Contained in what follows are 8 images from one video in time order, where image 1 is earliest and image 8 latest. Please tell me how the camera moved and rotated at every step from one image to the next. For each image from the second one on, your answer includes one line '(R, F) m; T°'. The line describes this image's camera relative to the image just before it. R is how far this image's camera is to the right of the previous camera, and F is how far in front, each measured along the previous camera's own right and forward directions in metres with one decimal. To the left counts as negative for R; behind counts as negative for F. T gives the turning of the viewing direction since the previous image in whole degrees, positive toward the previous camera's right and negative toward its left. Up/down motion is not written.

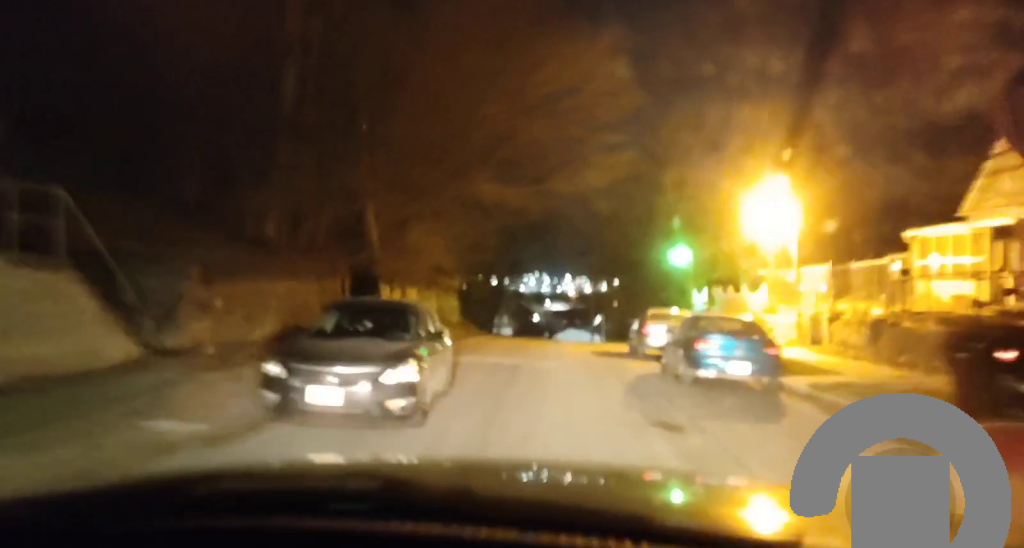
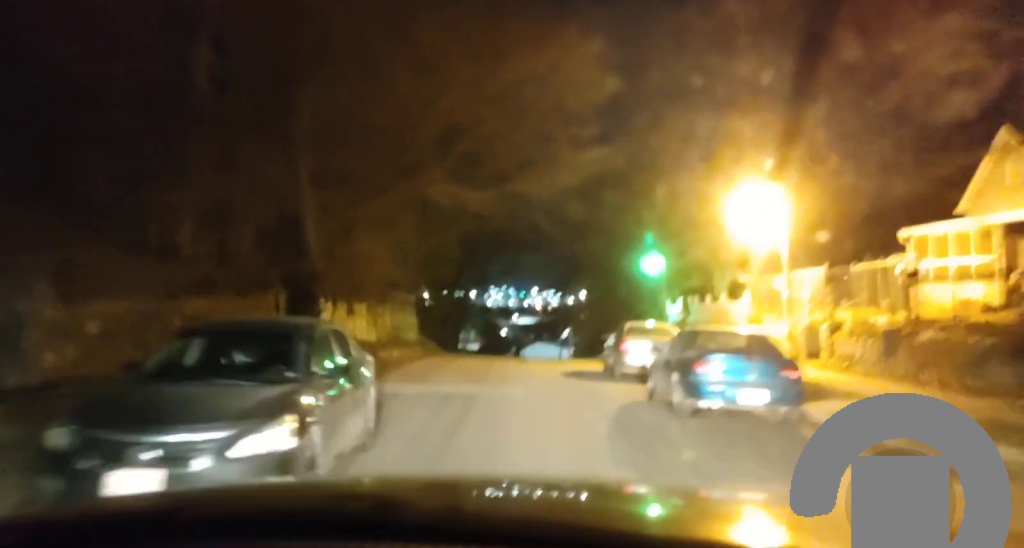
(-0.2, +3.2) m; -2°
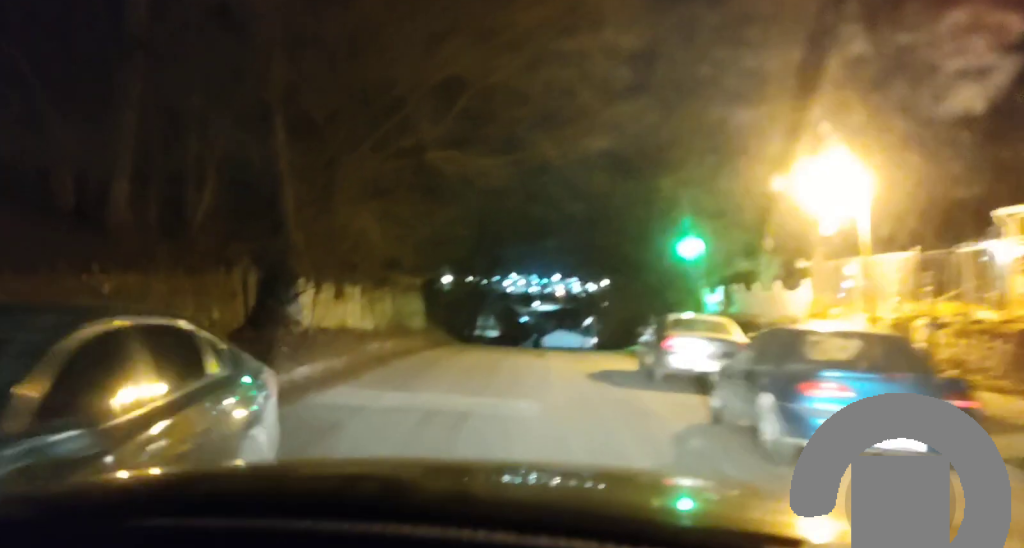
(0.0, +4.0) m; +1°
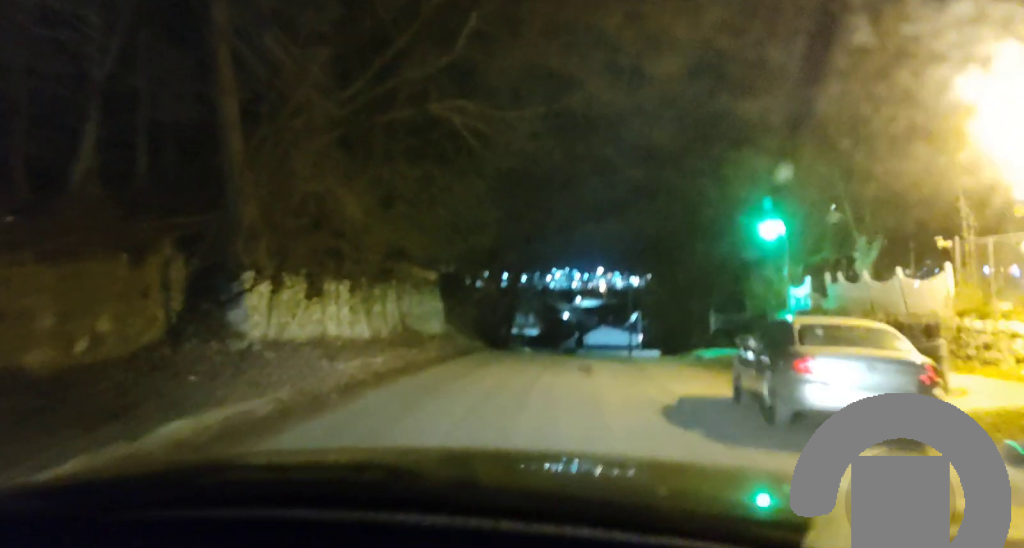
(-0.2, +6.8) m; -4°
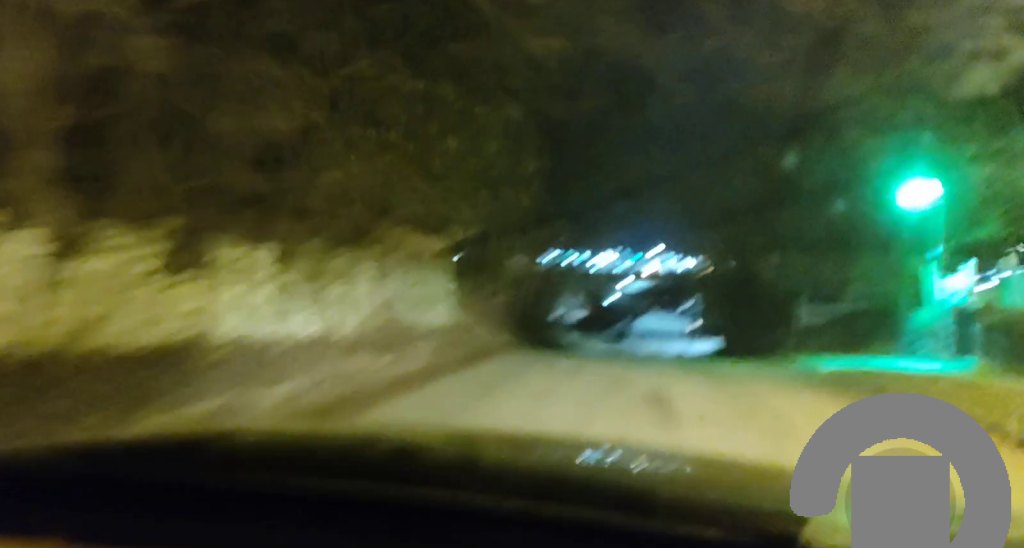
(+0.2, +7.6) m; +2°
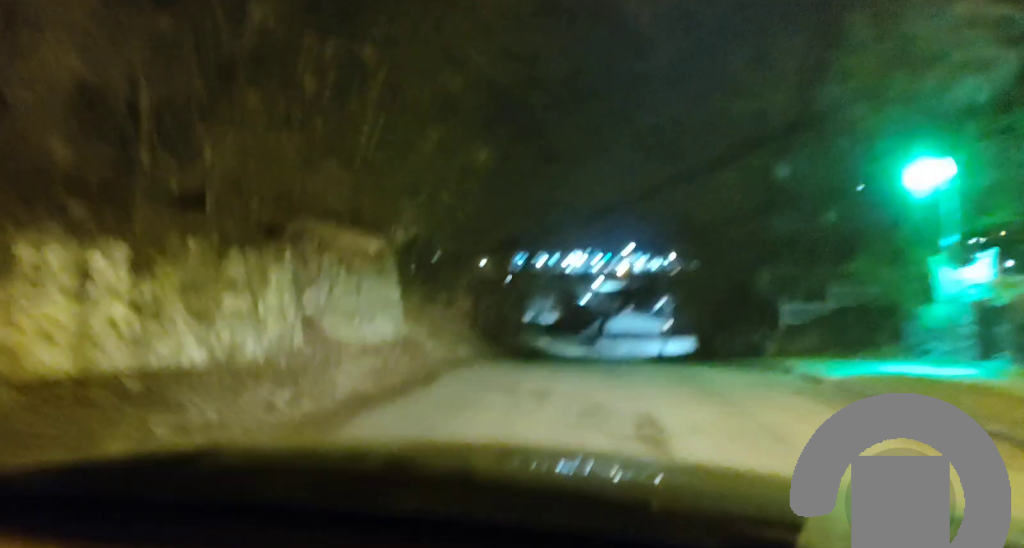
(0.0, +3.1) m; 0°
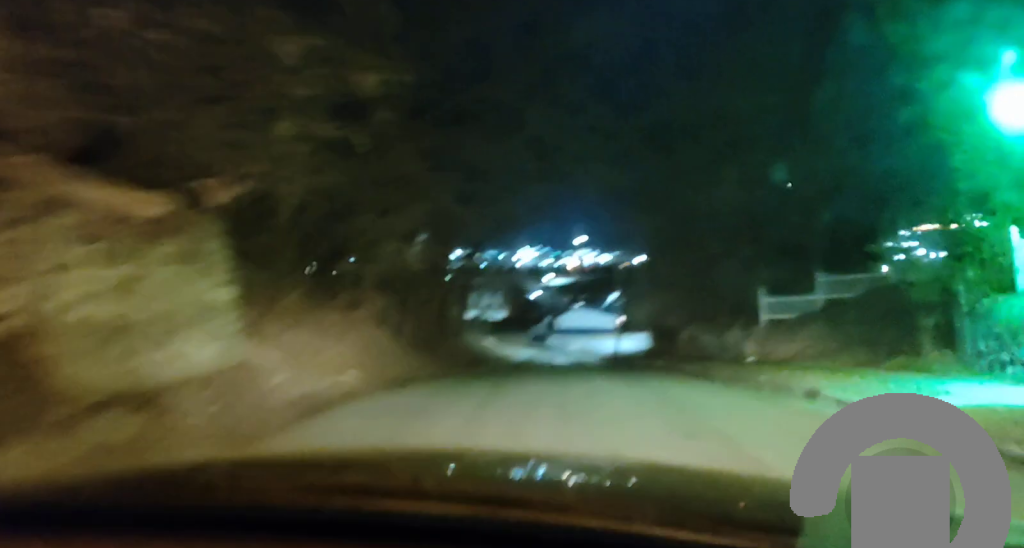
(-0.1, +6.9) m; +1°
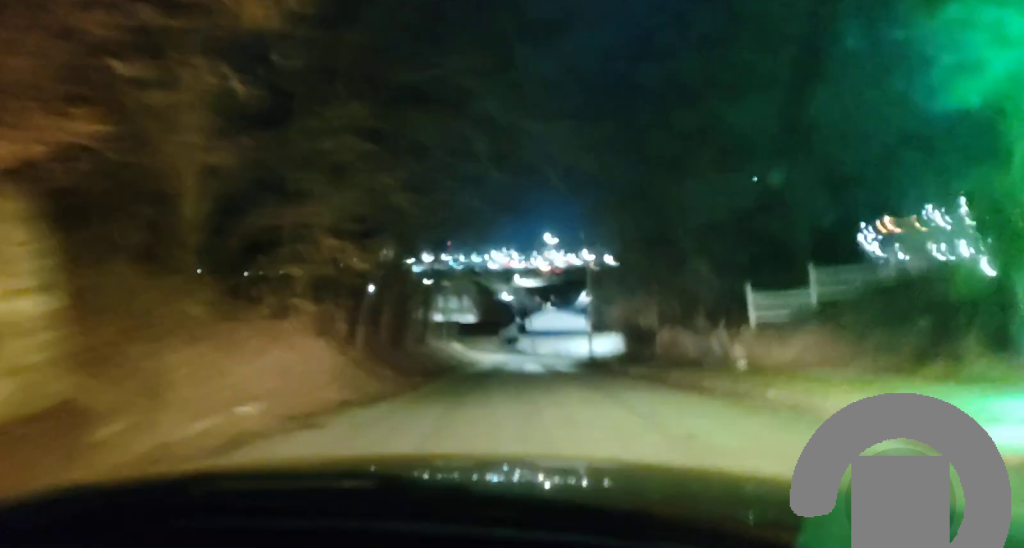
(-0.1, +3.4) m; +2°
